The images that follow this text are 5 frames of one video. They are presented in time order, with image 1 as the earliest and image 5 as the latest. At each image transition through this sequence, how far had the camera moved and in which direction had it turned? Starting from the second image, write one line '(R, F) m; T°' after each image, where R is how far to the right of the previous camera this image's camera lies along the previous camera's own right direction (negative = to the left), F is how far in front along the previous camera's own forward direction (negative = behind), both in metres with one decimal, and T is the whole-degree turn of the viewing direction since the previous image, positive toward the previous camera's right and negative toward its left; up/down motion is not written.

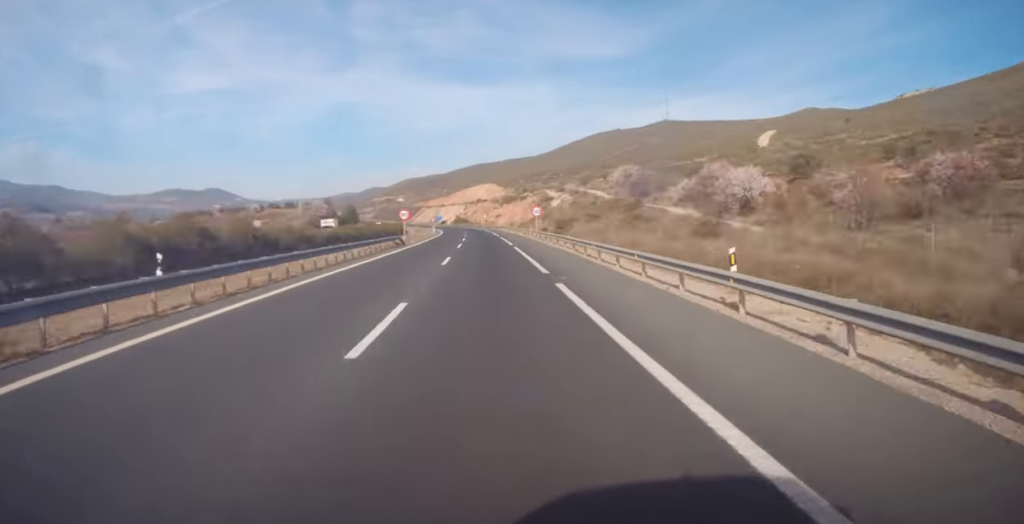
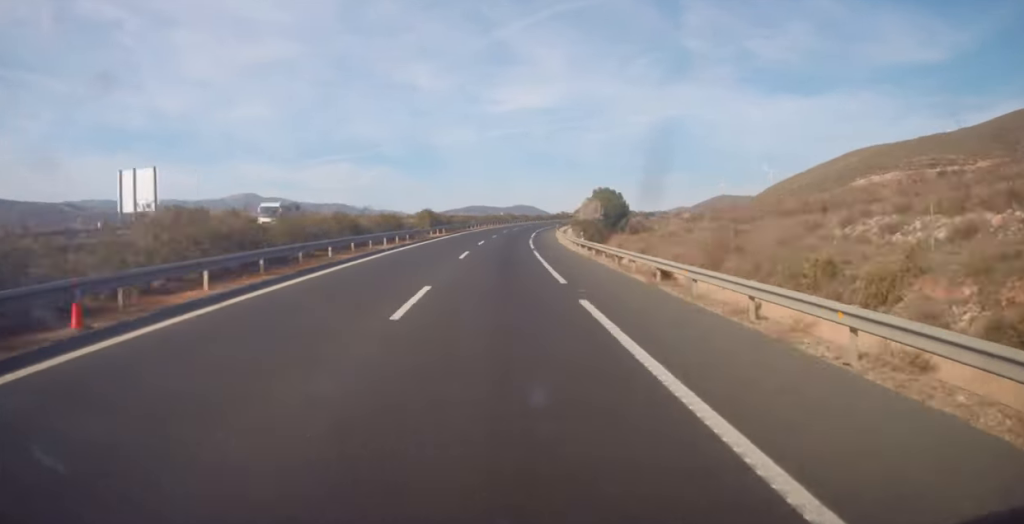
(-140.6, +713.0) m; -10°
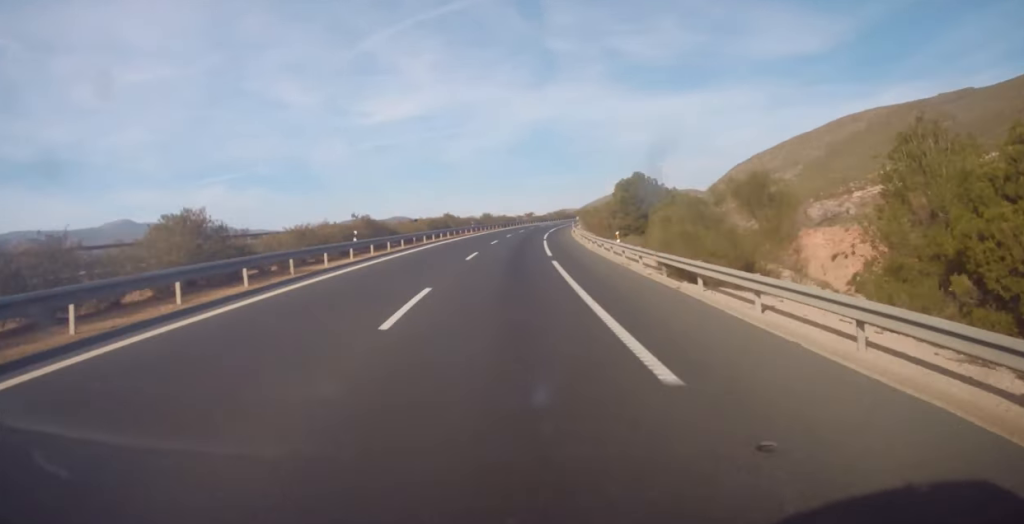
(-0.6, +151.0) m; +9°
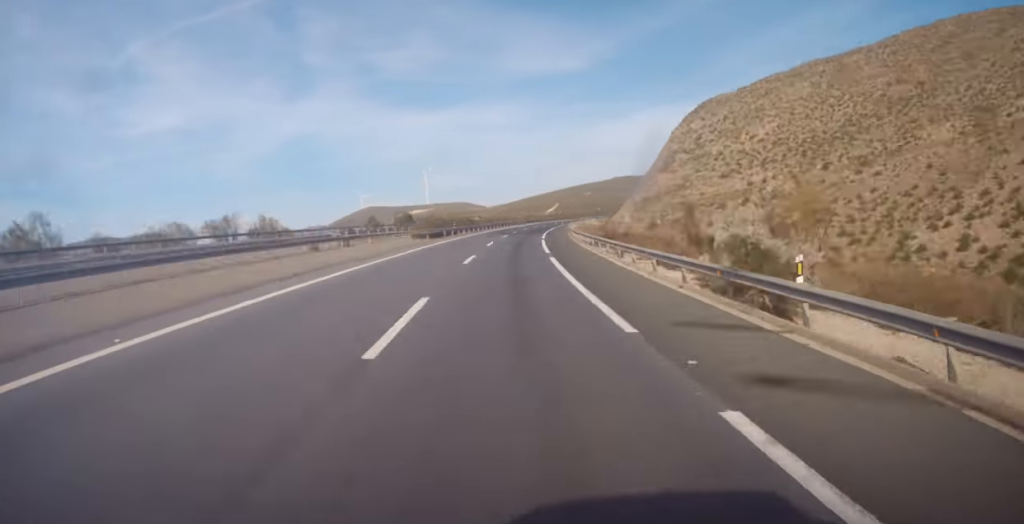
(+46.2, +253.6) m; +20°
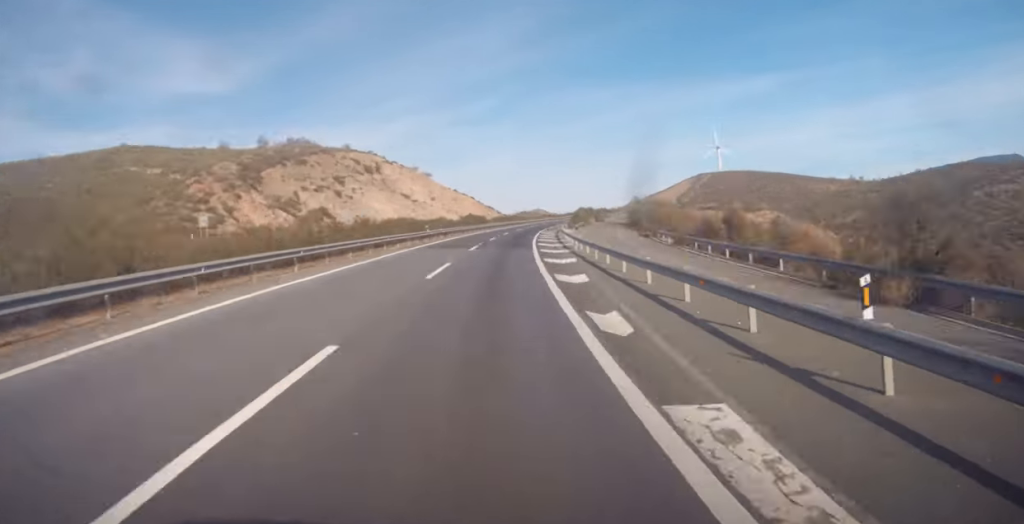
(+108.1, +364.4) m; +28°
